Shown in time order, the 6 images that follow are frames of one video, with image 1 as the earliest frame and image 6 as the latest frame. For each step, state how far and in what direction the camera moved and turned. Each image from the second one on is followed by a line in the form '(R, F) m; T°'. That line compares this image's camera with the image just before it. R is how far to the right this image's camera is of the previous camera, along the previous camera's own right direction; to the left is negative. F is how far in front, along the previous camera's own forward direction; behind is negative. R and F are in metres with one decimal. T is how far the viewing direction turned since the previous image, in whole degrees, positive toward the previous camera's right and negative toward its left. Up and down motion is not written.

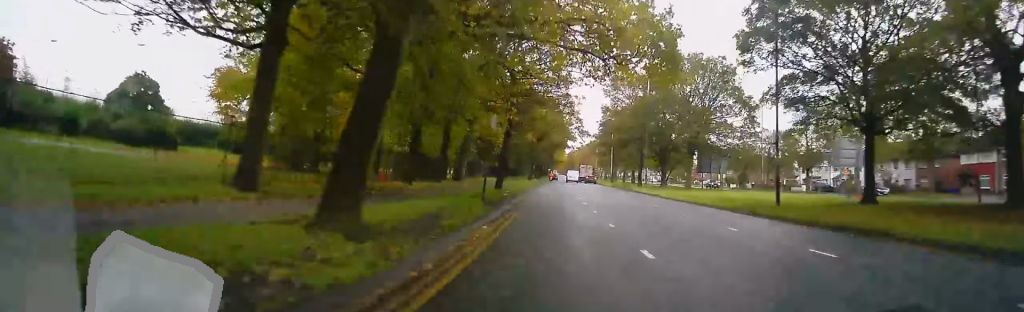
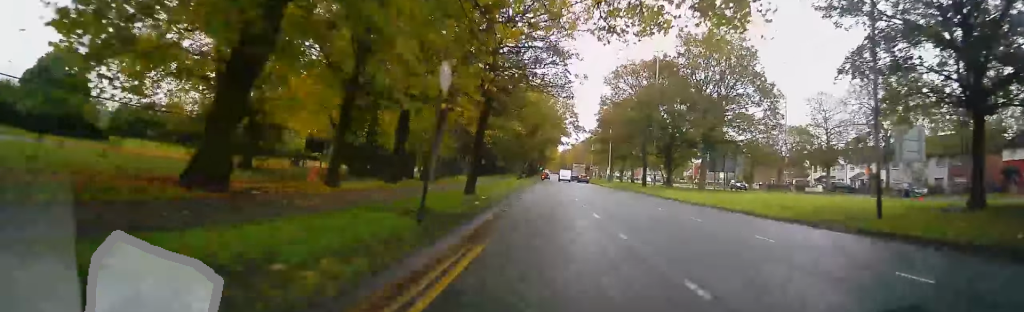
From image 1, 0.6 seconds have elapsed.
(-0.2, +8.5) m; +2°
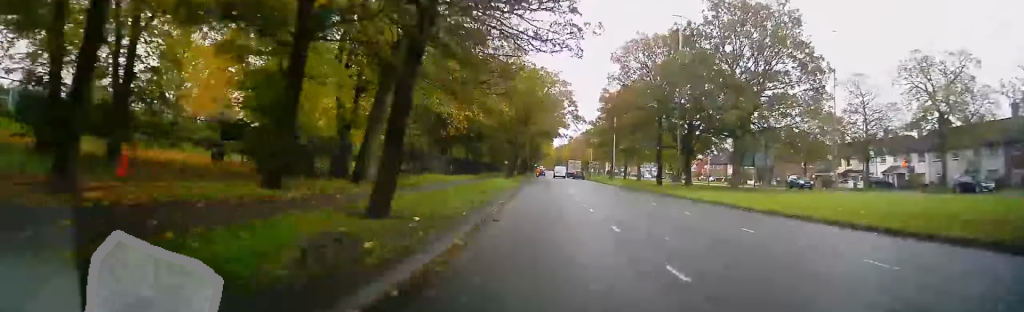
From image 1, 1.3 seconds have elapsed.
(+0.6, +10.8) m; +1°
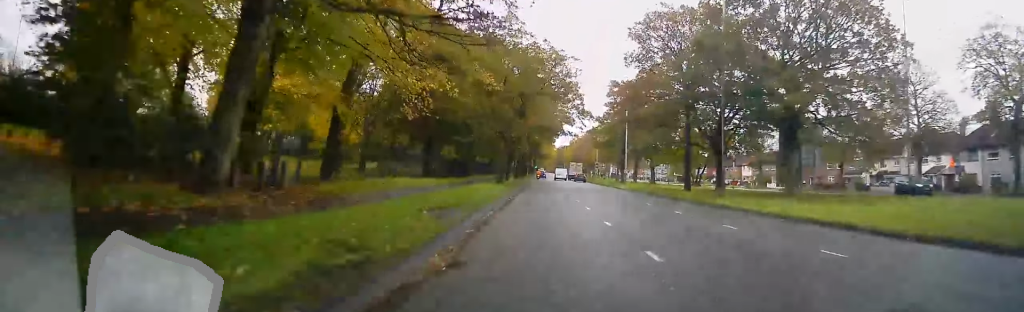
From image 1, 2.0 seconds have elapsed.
(0.0, +10.1) m; 0°
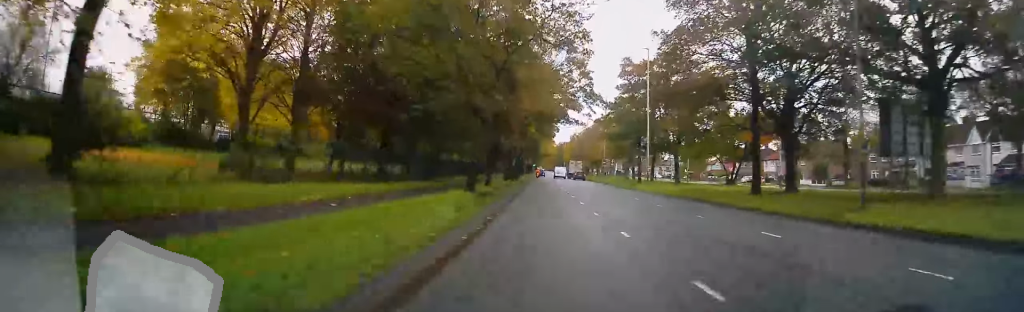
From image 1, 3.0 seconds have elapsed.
(-0.1, +14.8) m; 0°
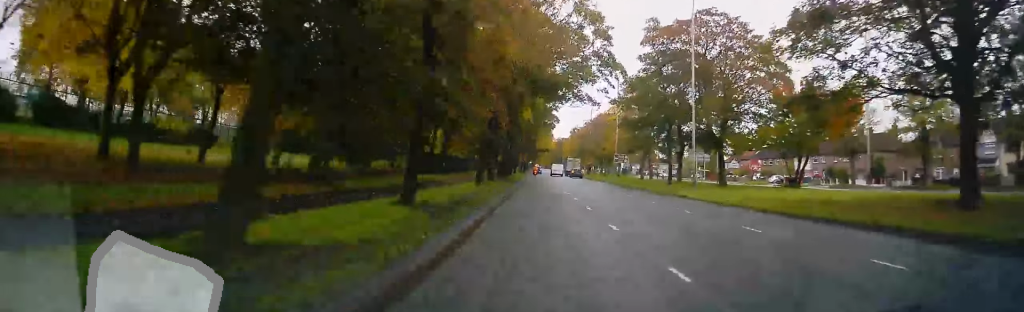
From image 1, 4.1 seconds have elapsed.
(+0.1, +16.8) m; 0°
